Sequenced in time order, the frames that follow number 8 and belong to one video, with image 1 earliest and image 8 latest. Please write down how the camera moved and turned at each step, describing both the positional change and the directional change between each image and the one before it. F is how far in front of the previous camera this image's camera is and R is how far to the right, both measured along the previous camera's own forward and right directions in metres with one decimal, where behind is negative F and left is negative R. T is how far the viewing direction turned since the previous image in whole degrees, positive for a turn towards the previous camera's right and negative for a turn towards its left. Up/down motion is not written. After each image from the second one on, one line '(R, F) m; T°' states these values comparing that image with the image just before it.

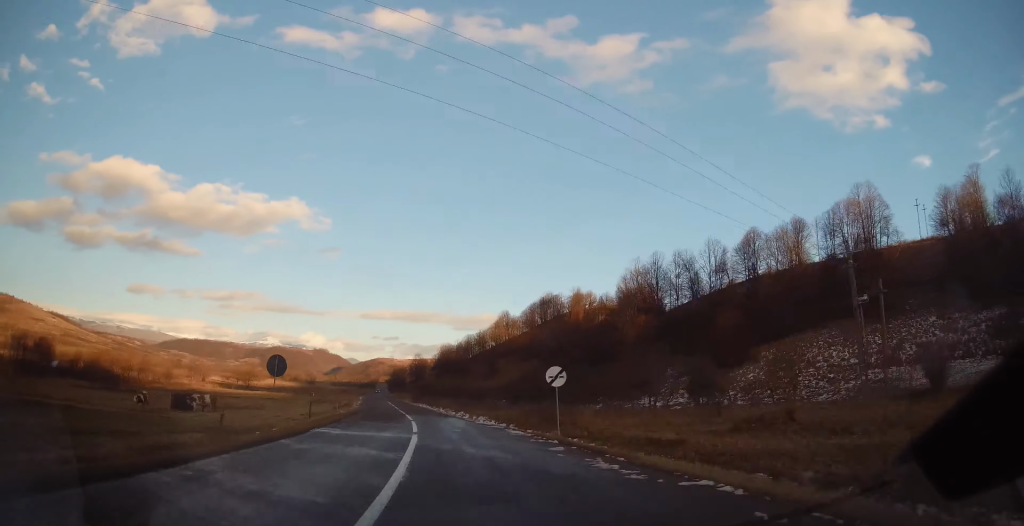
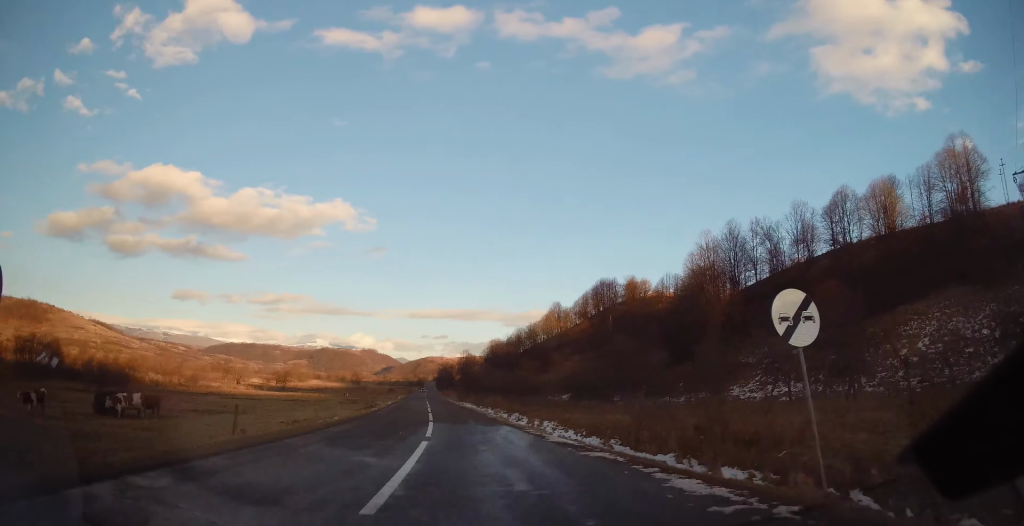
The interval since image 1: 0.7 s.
(-0.5, +15.0) m; -4°
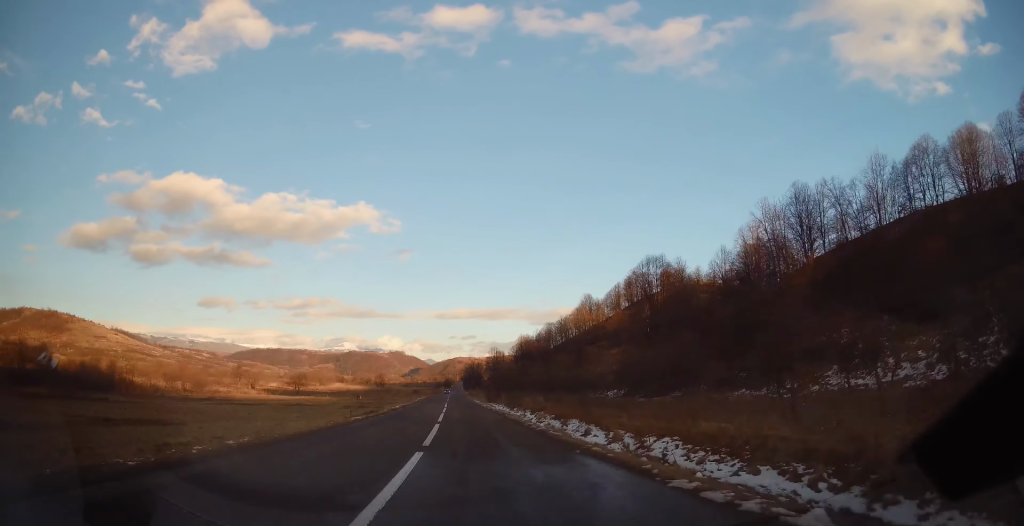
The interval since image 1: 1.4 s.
(-0.4, +14.7) m; -3°
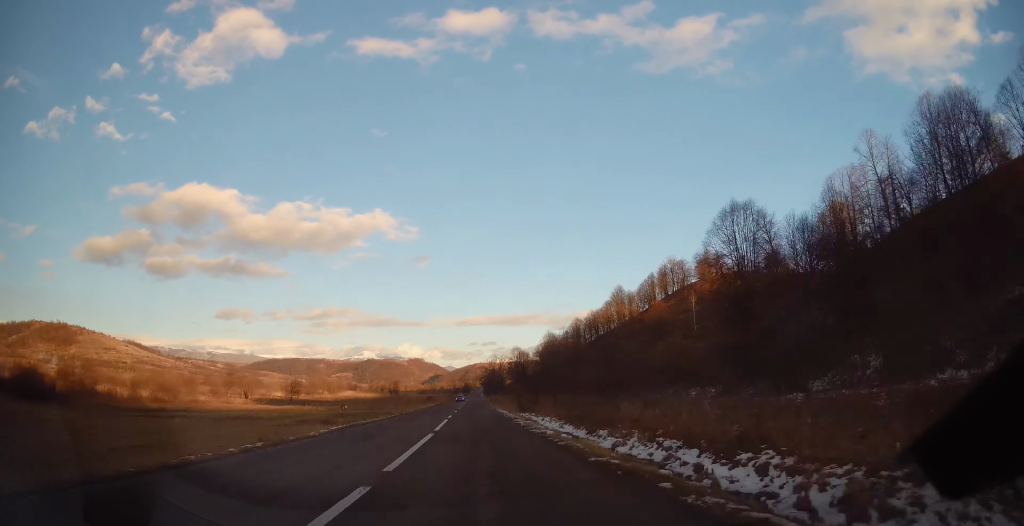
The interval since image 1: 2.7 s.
(-0.8, +28.0) m; -2°
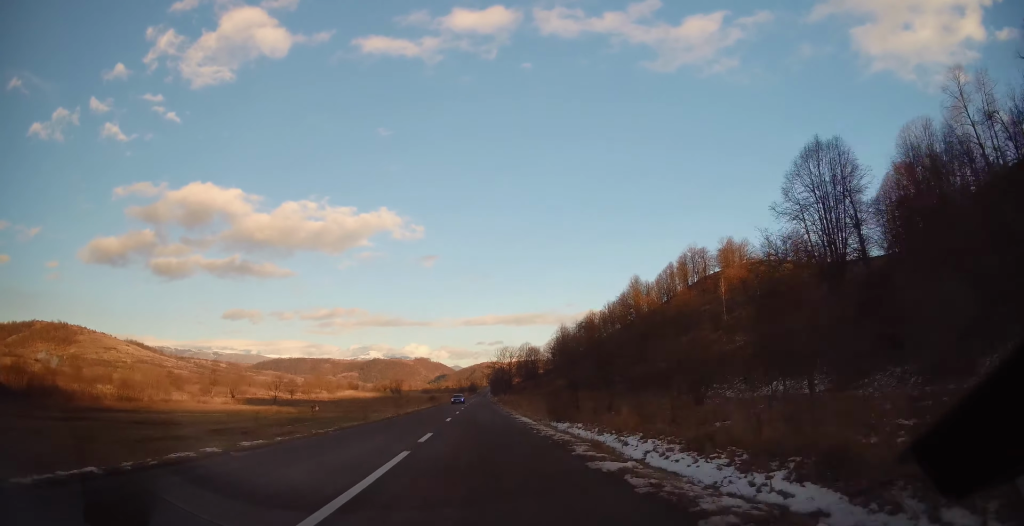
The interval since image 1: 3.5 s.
(0.0, +18.1) m; 0°
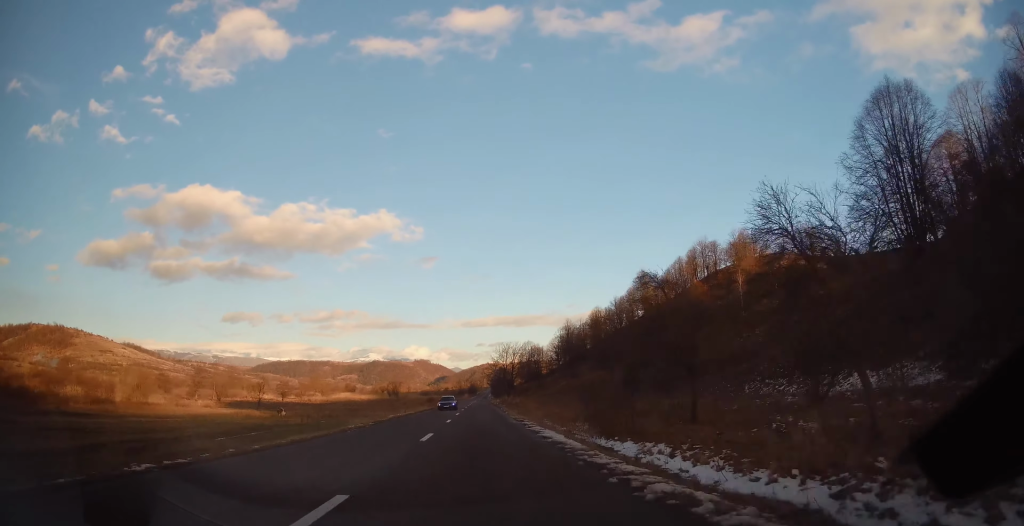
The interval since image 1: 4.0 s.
(0.0, +11.6) m; 0°
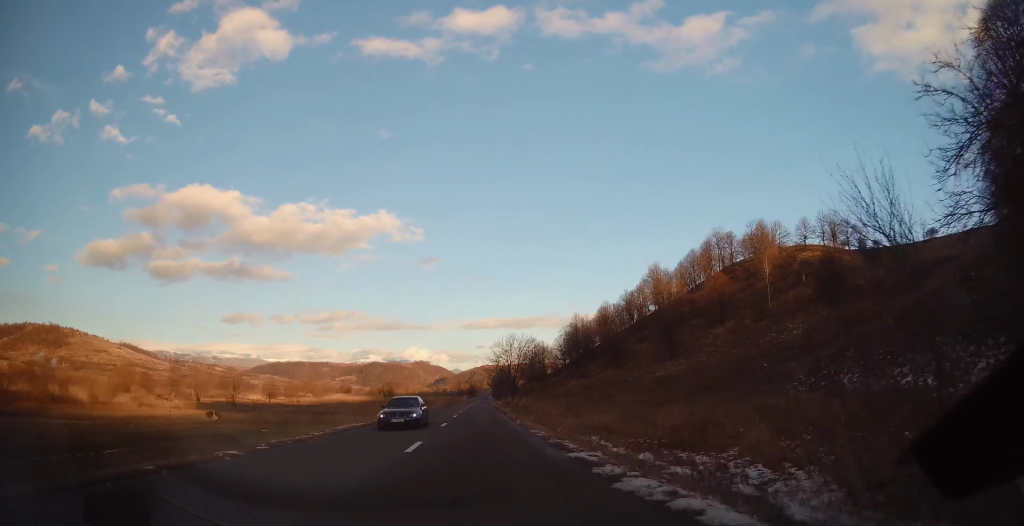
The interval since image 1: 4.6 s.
(0.0, +14.8) m; 0°
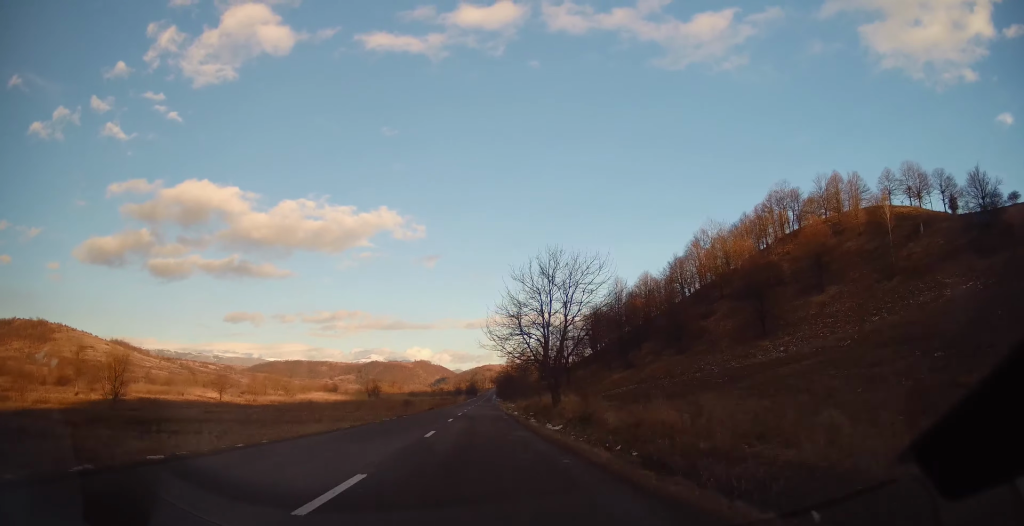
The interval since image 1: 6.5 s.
(-0.1, +44.7) m; 0°
